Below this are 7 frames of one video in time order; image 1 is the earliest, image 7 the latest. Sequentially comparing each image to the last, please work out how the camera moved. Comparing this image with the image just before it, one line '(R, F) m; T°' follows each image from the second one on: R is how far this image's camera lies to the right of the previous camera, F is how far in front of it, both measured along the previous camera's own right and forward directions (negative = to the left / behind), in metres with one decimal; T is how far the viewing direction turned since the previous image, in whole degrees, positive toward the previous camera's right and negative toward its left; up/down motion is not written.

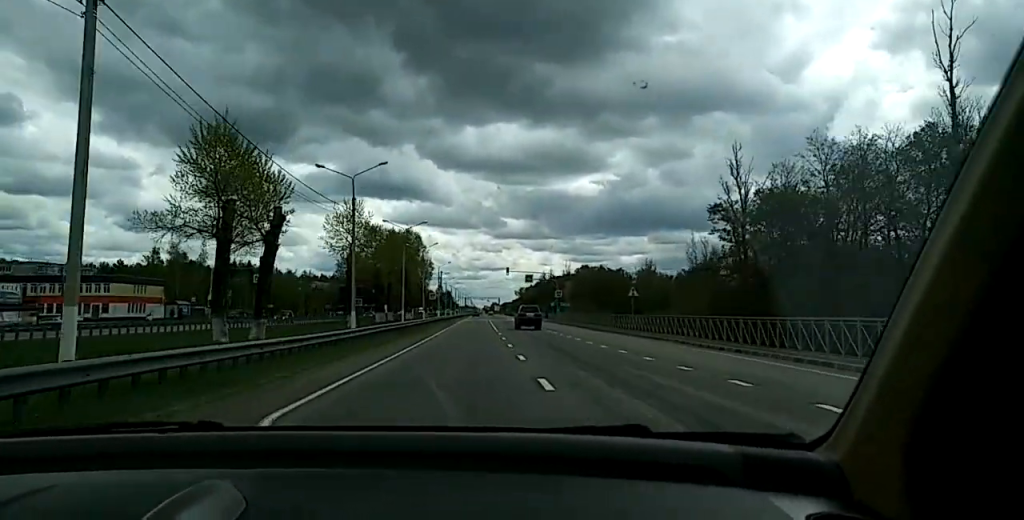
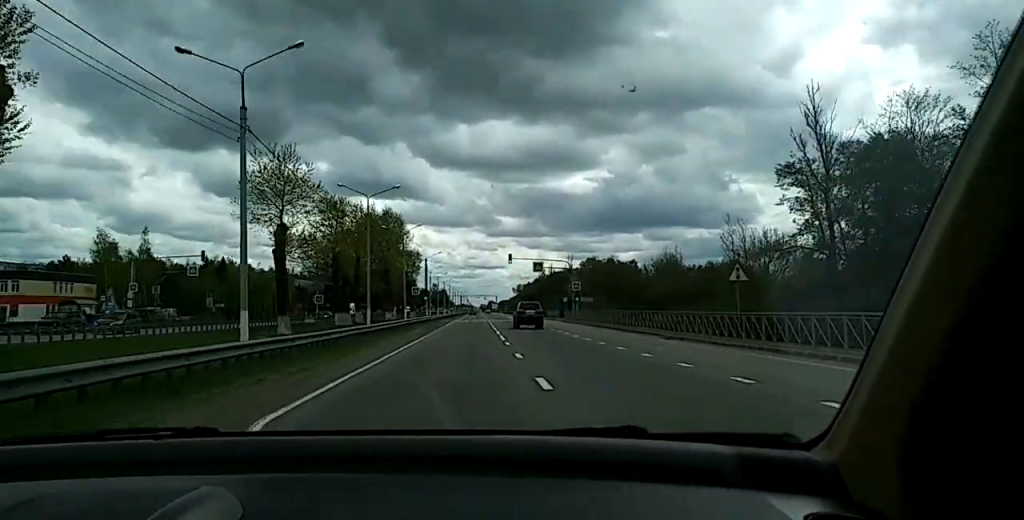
(-0.1, +24.7) m; 0°
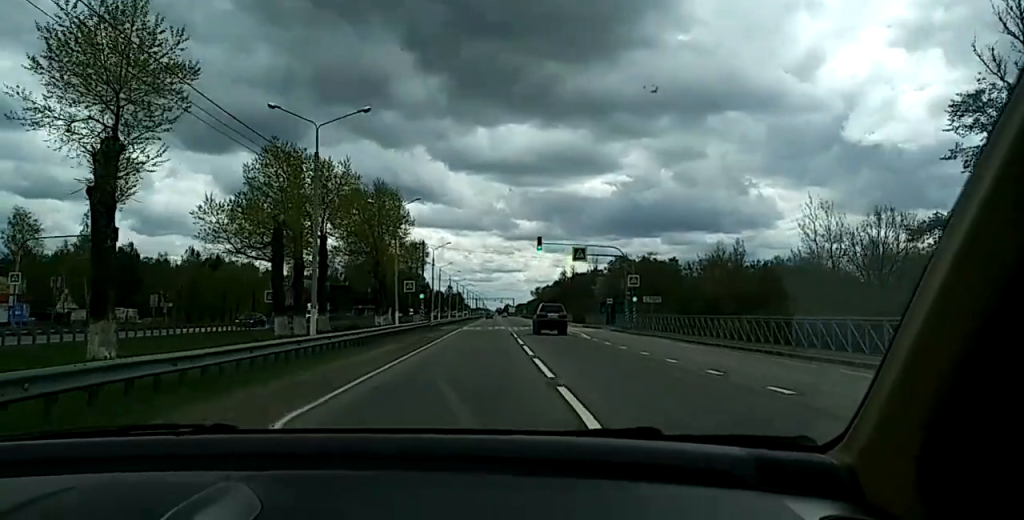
(0.0, +25.2) m; 0°
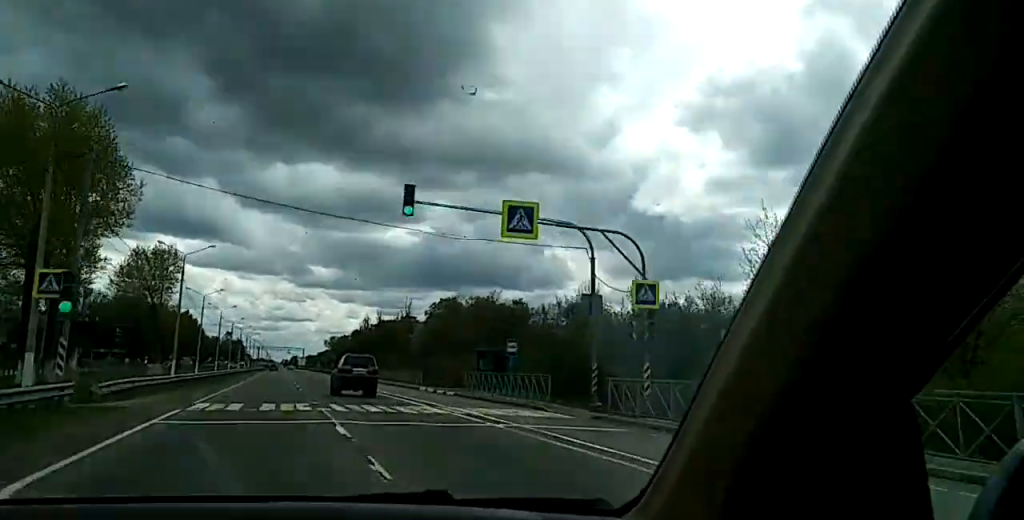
(-0.2, +36.5) m; 0°
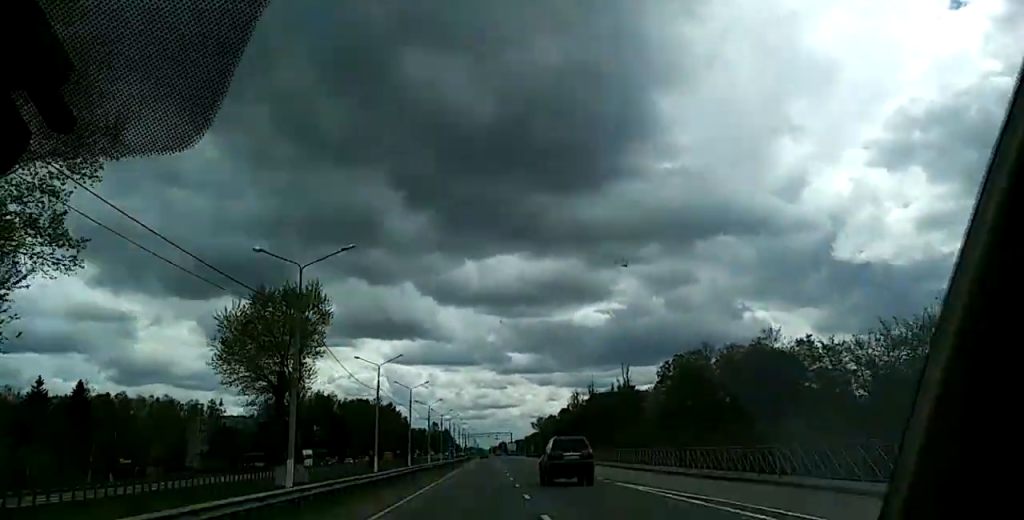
(+0.3, +36.7) m; +2°
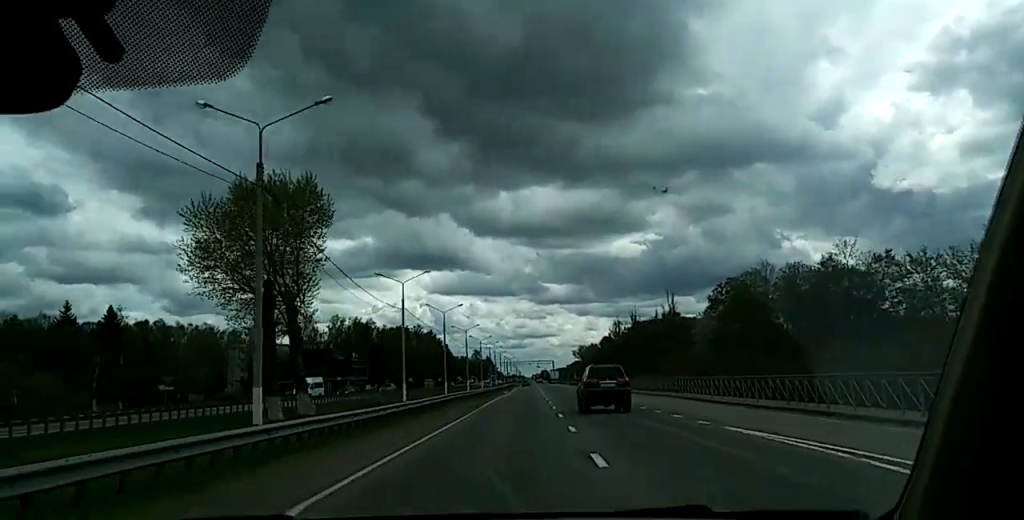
(+0.2, +12.0) m; 0°
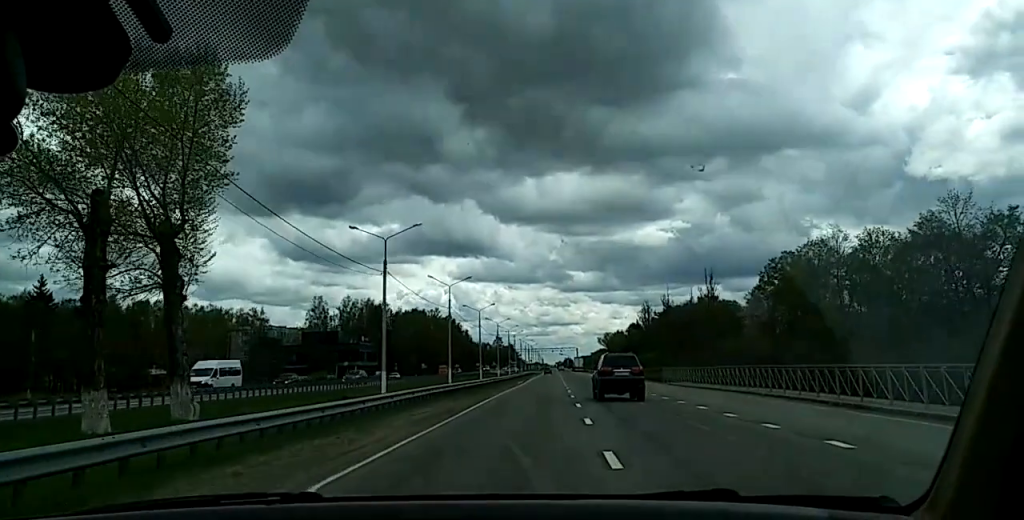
(0.0, +17.8) m; 0°
